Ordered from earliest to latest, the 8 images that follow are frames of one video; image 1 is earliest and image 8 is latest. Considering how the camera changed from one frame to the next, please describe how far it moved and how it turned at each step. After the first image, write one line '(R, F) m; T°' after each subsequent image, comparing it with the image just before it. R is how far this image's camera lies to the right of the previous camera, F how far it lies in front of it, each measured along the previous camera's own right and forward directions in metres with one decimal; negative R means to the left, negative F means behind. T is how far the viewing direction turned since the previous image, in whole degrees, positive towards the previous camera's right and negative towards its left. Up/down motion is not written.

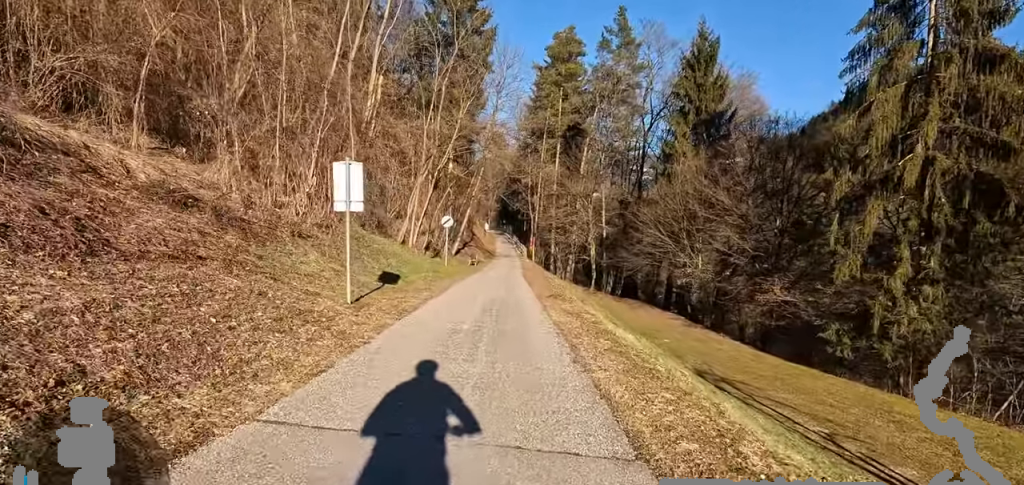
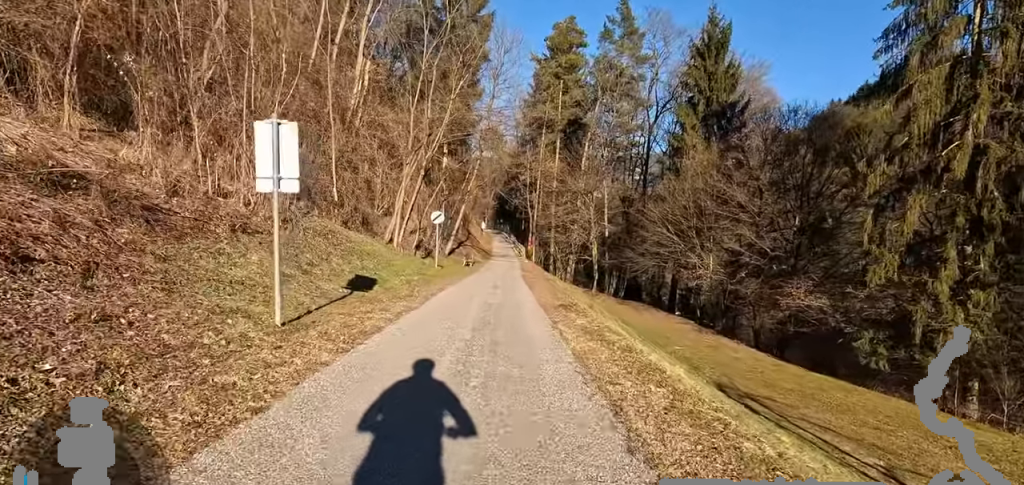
(+0.4, +2.6) m; 0°
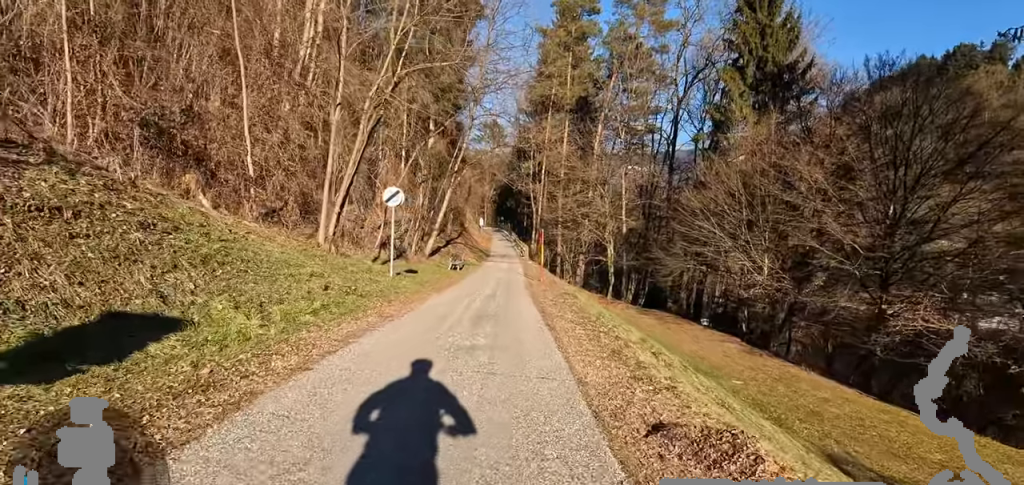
(-0.4, +7.9) m; -1°
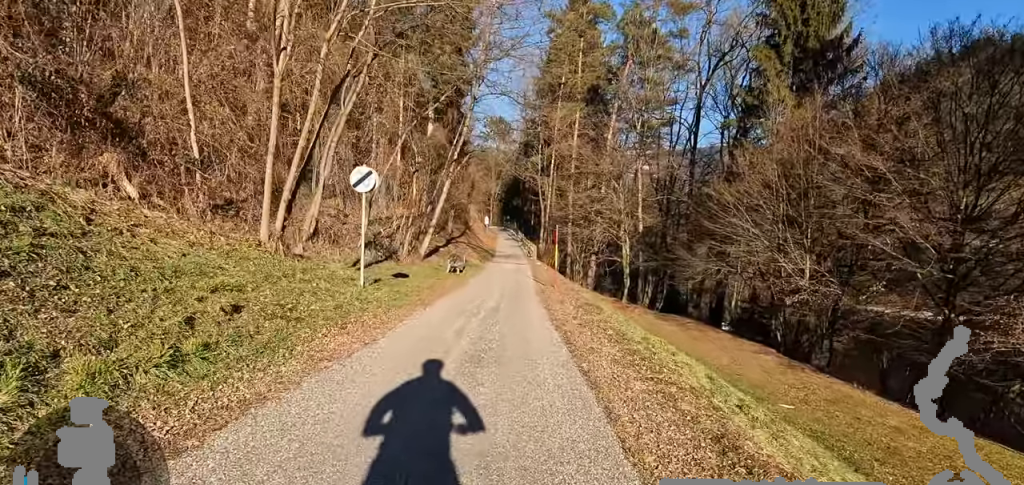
(+0.5, +3.2) m; +8°
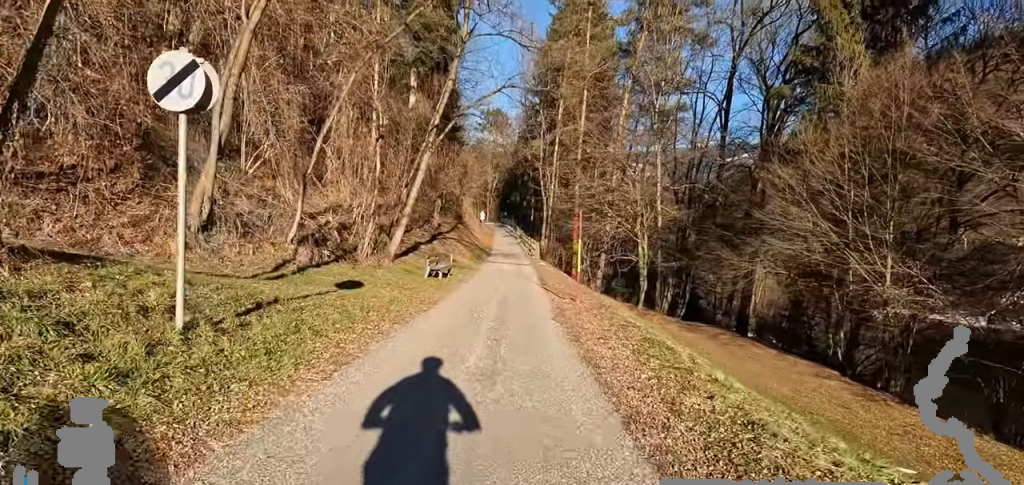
(+0.9, +5.6) m; +5°
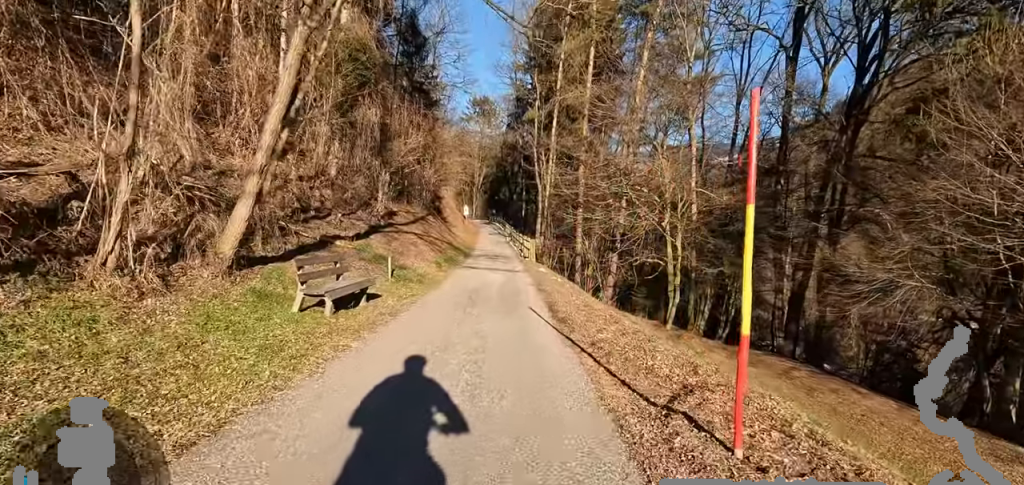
(-1.3, +9.0) m; -14°
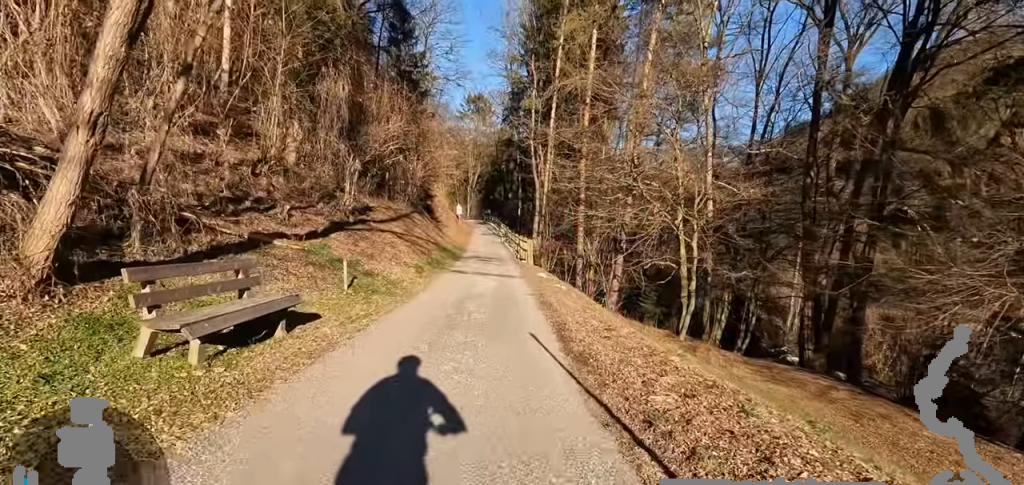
(0.0, +2.8) m; 0°
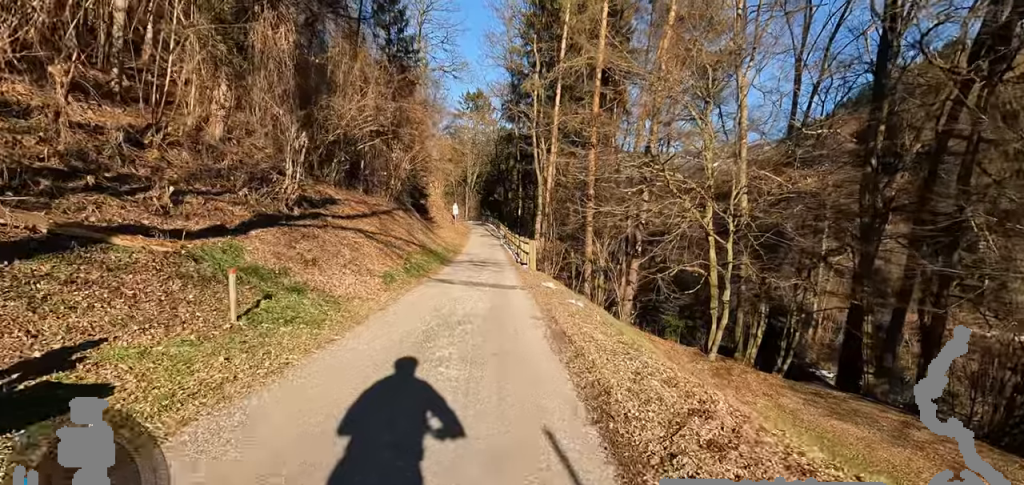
(0.0, +3.6) m; 0°
